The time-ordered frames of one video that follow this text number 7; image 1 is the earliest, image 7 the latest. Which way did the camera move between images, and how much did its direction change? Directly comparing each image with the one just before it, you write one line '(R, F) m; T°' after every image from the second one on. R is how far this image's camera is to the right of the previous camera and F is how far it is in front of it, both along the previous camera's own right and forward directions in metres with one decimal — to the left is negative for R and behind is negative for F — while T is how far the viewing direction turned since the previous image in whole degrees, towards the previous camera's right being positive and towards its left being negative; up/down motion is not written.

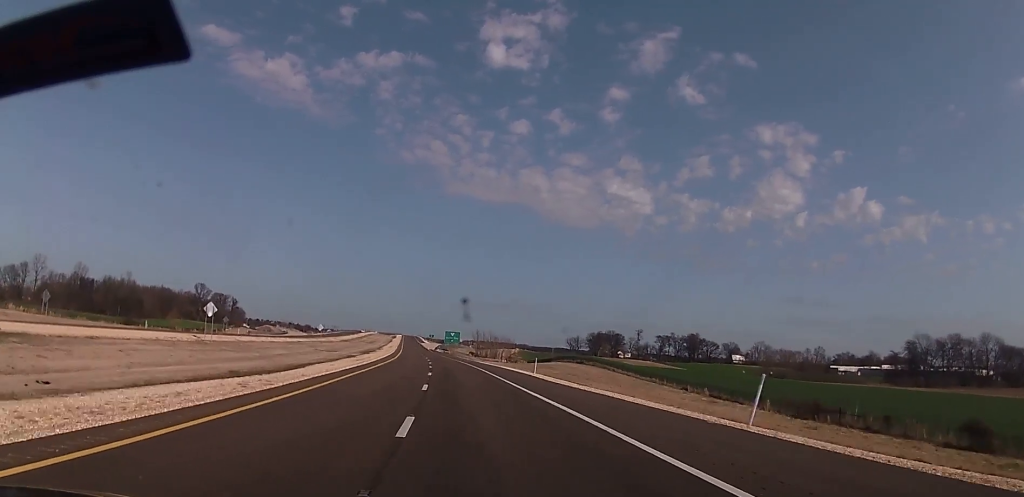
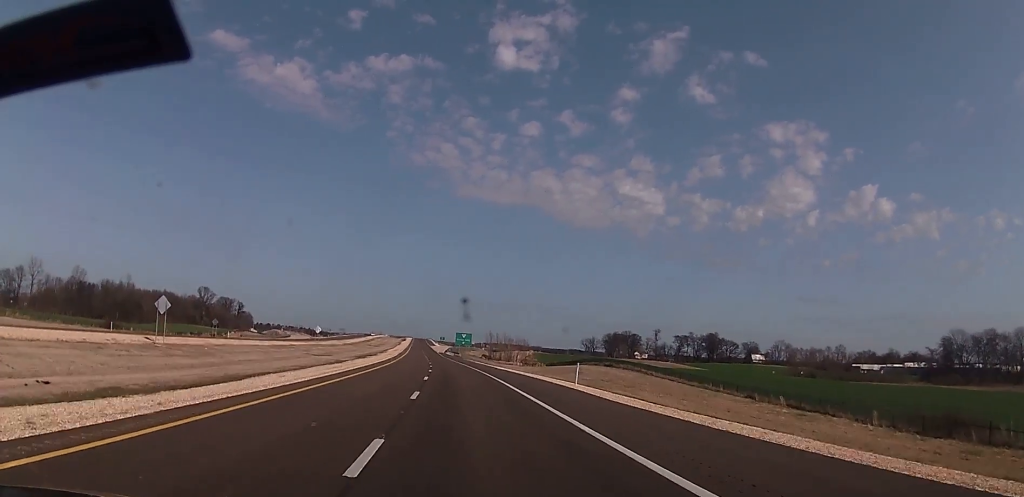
(-0.1, +15.5) m; -1°
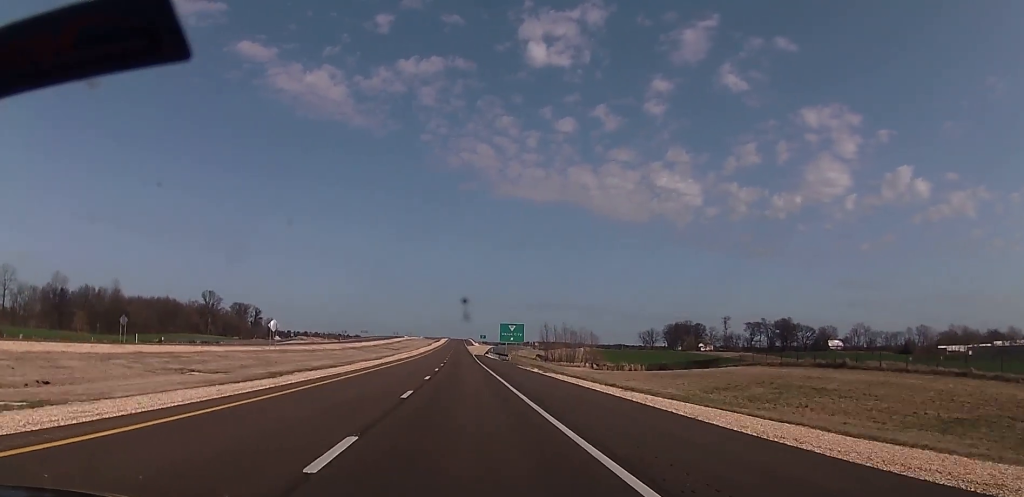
(-2.0, +60.6) m; -4°
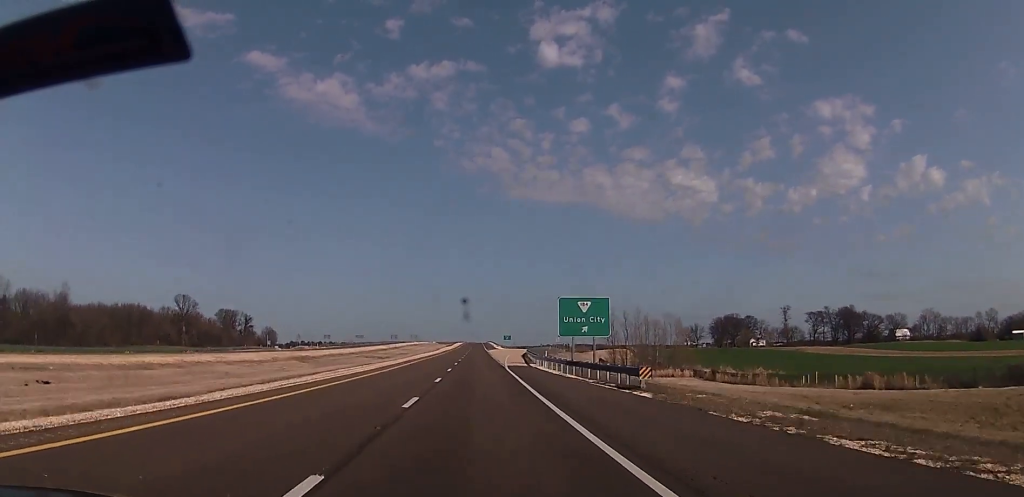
(-2.1, +64.4) m; -3°
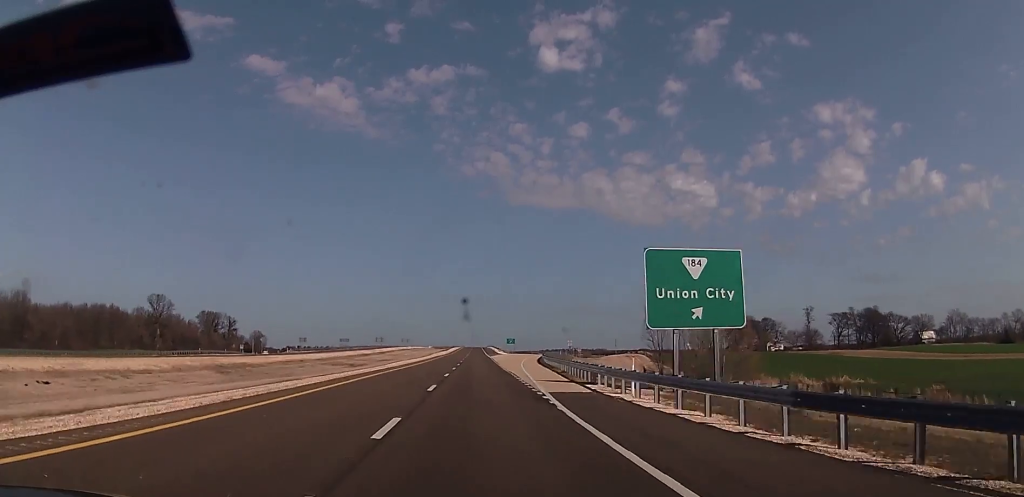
(0.0, +29.8) m; -1°
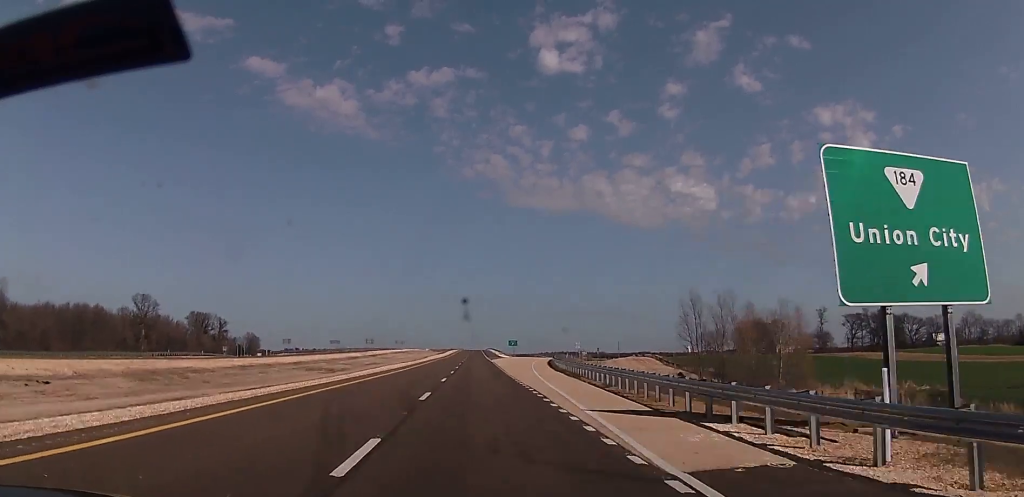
(-0.2, +15.6) m; 0°
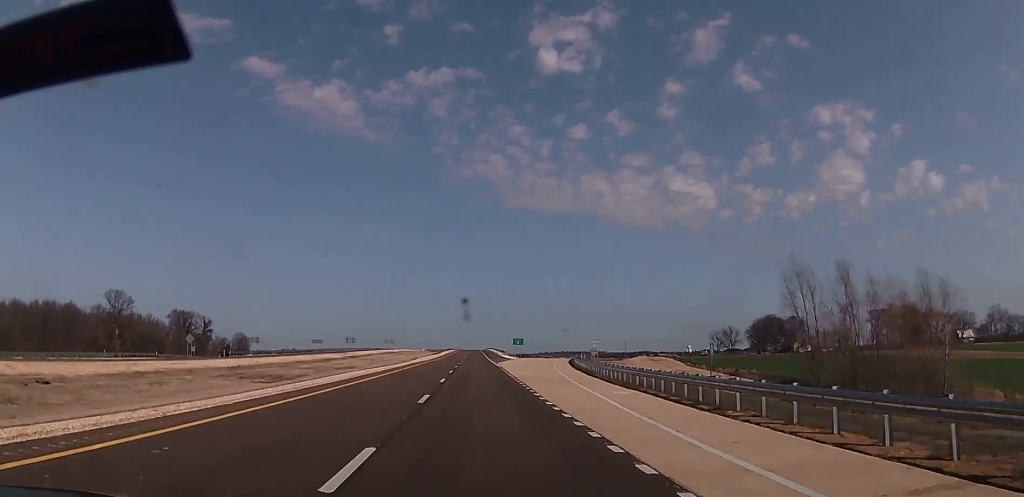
(-0.2, +25.2) m; 0°
